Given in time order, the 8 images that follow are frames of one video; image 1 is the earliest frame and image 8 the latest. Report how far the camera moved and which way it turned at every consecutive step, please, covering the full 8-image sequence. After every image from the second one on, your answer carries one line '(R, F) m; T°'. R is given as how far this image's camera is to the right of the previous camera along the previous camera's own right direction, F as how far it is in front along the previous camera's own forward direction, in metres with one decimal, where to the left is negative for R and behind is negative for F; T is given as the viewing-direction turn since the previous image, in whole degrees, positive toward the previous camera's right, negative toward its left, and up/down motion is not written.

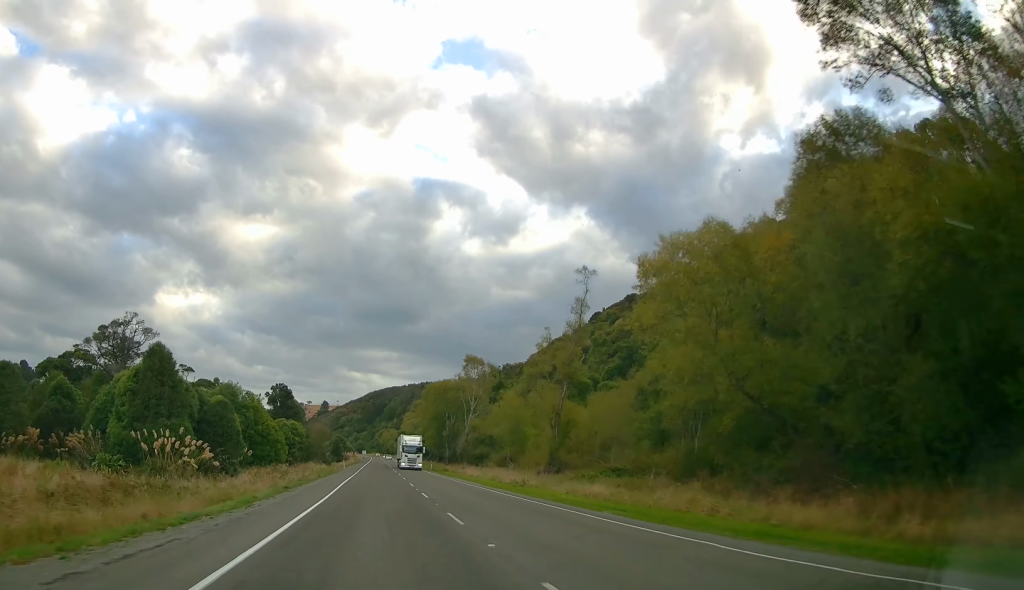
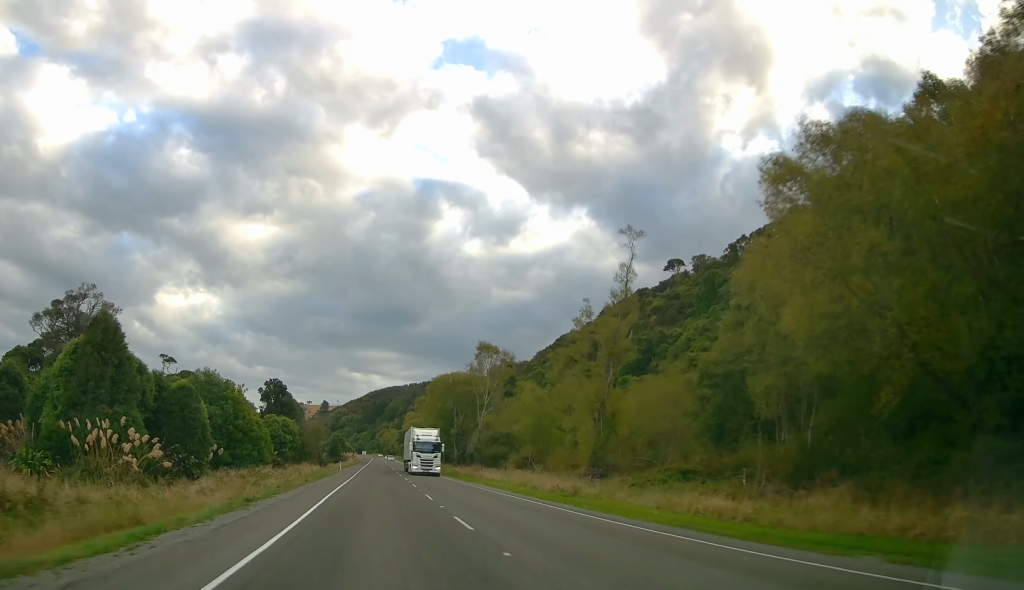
(+0.2, +11.2) m; +1°
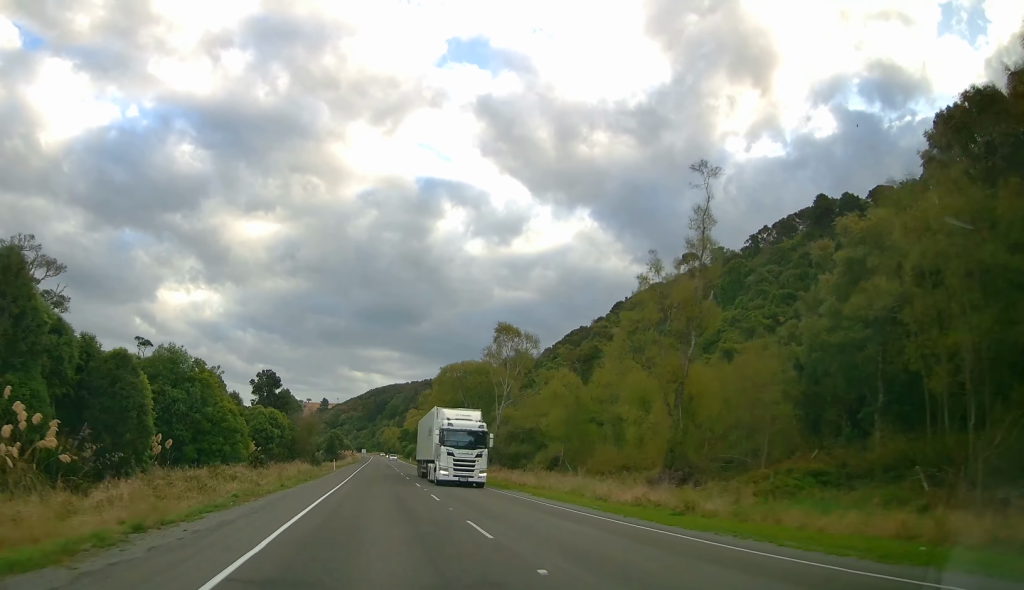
(-0.2, +12.0) m; 0°
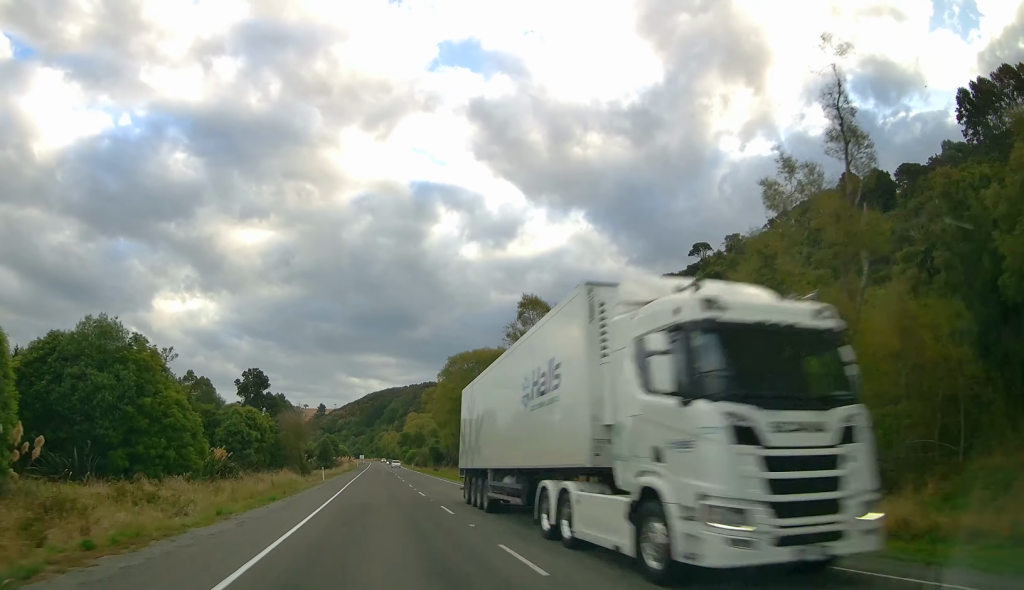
(-0.2, +13.8) m; 0°
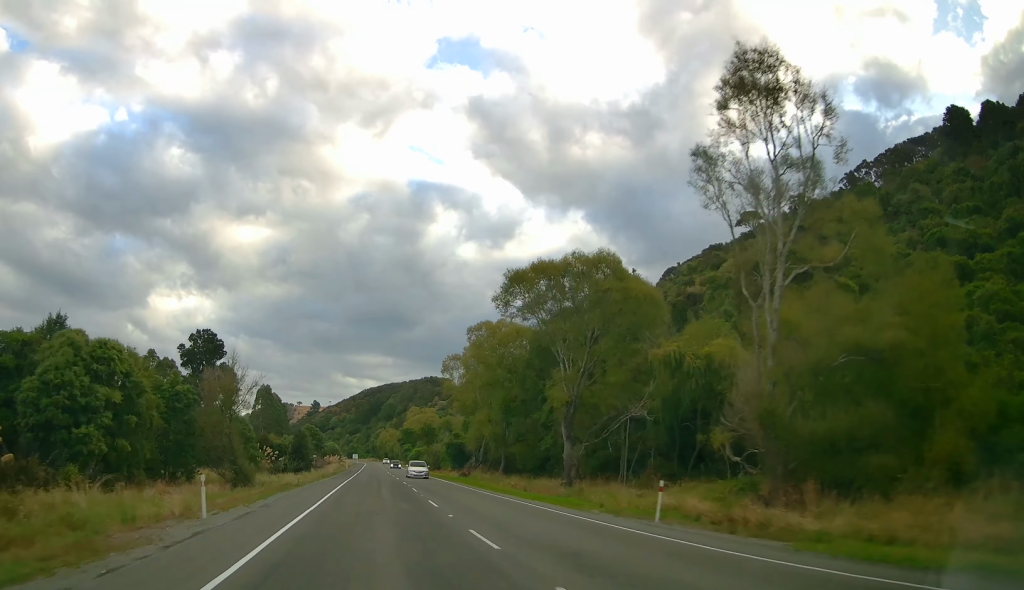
(-0.3, +37.4) m; -1°
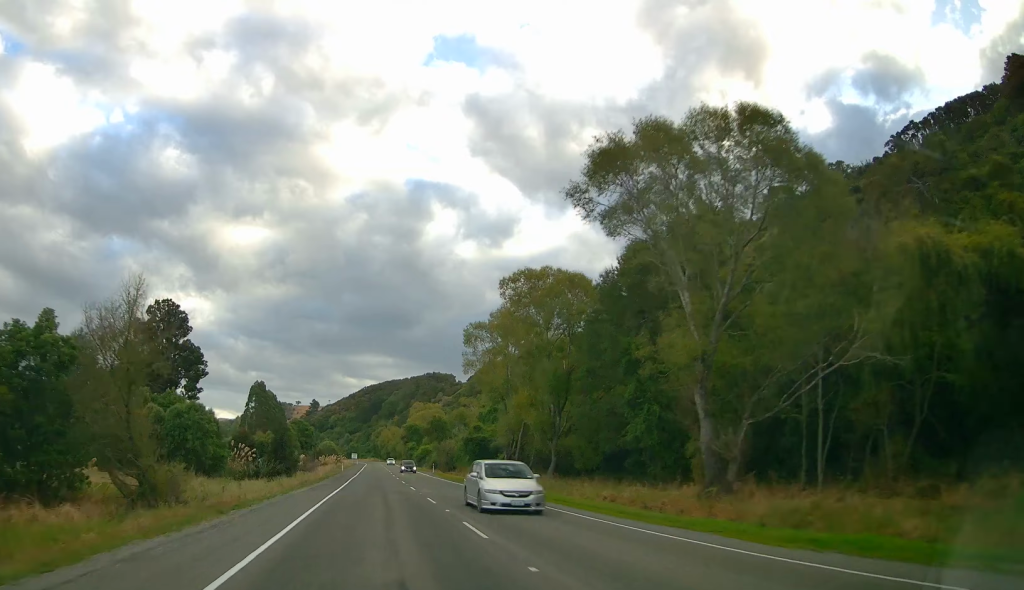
(-0.1, +18.7) m; +1°
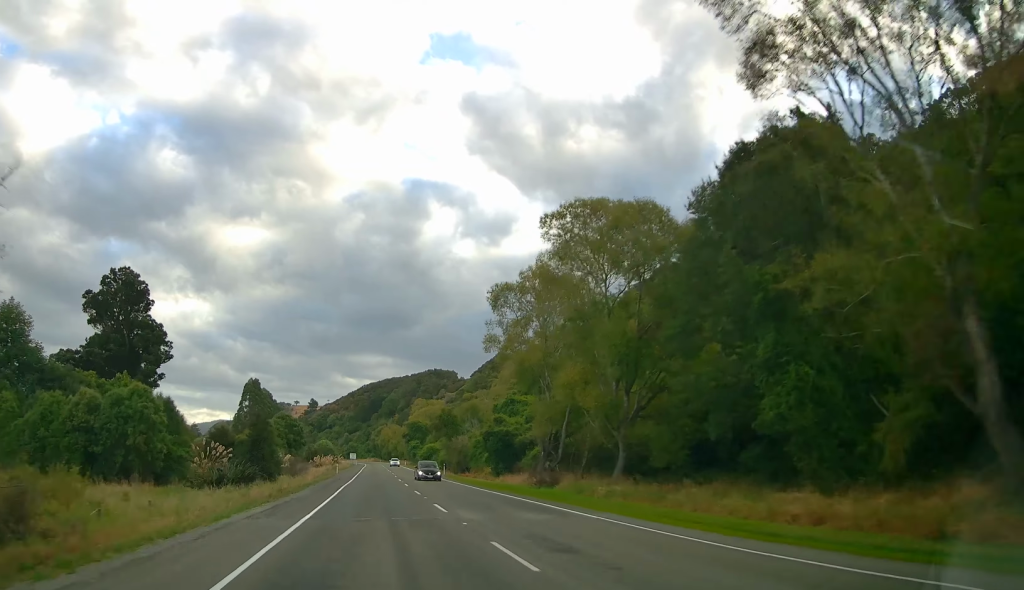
(+0.4, +13.7) m; +1°
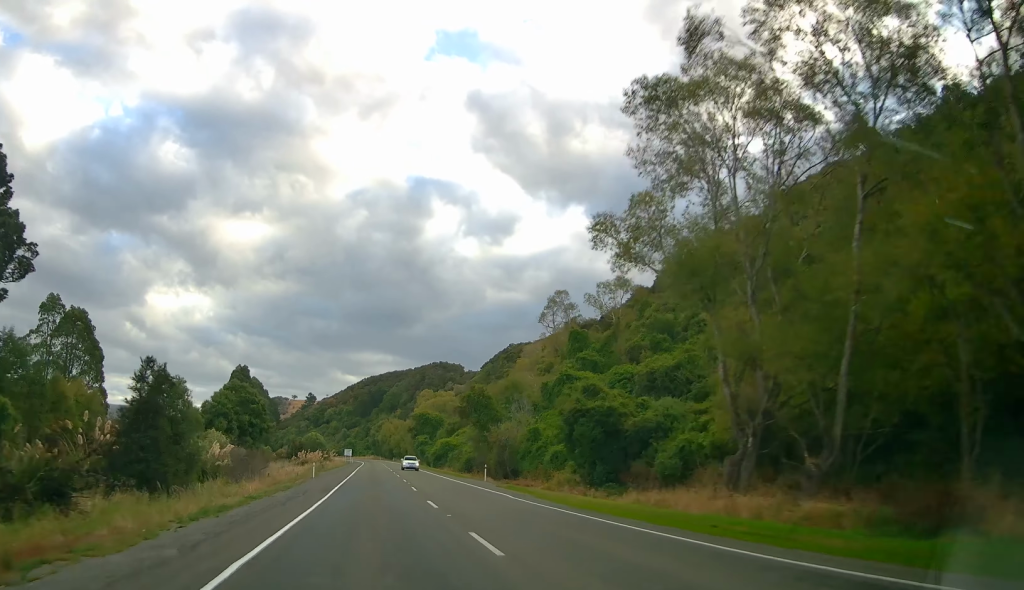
(+0.1, +28.4) m; 0°
